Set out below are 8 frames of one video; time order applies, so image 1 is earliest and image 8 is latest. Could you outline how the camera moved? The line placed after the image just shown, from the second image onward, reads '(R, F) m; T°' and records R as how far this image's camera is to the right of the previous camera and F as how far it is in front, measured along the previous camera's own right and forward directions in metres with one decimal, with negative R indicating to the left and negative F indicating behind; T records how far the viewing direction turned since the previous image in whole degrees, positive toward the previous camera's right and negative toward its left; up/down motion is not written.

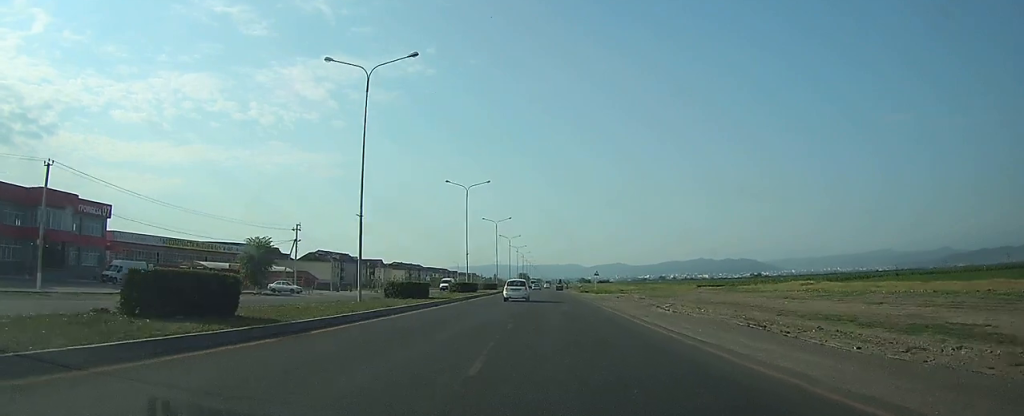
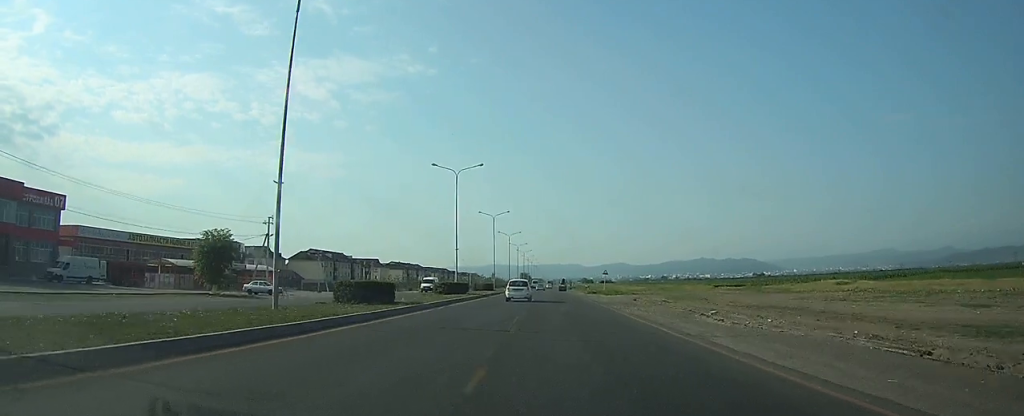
(0.0, +9.1) m; 0°
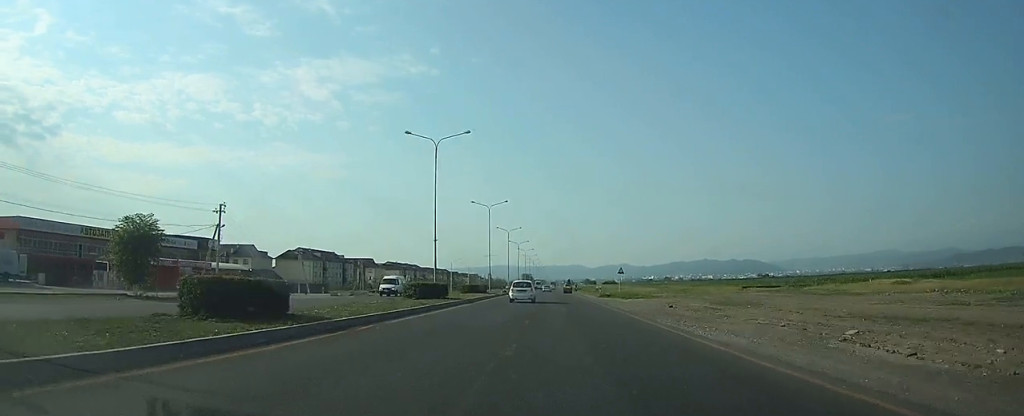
(0.0, +12.4) m; 0°
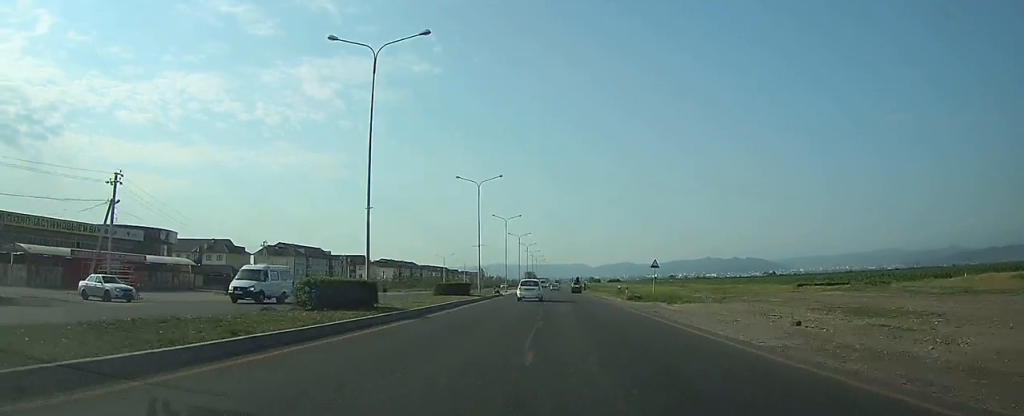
(-0.1, +17.4) m; 0°
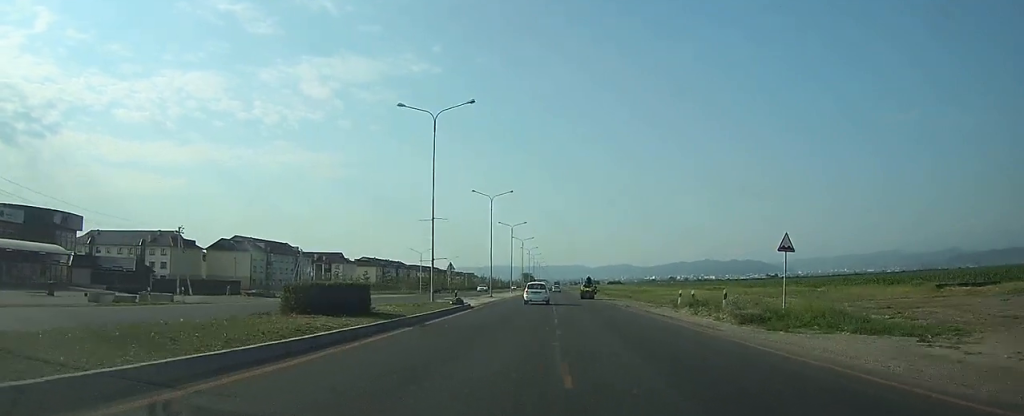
(0.0, +25.8) m; 0°
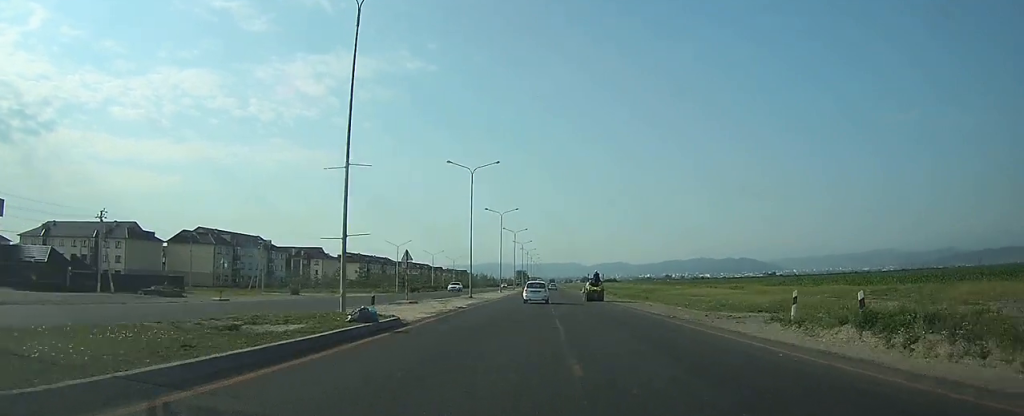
(0.0, +15.2) m; 0°
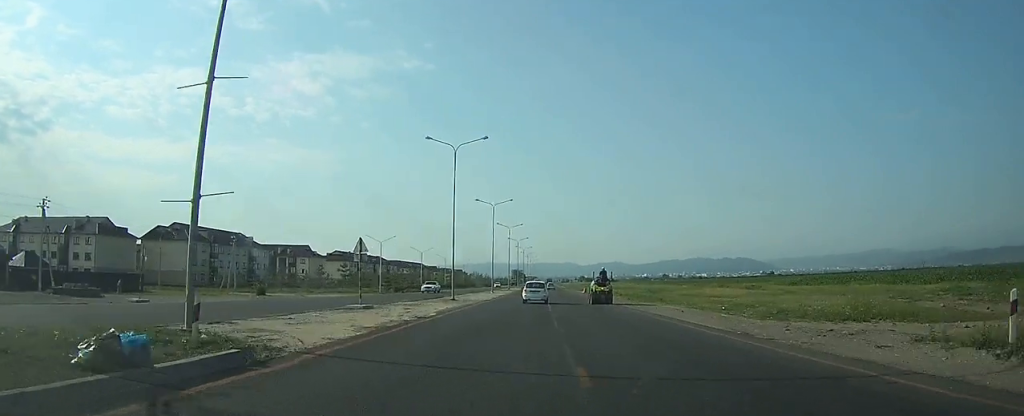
(0.0, +8.8) m; 0°
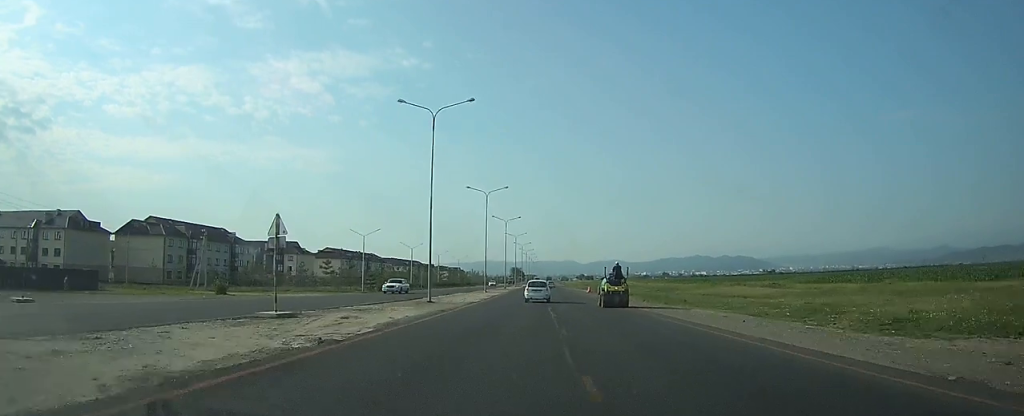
(+0.1, +8.9) m; 0°
